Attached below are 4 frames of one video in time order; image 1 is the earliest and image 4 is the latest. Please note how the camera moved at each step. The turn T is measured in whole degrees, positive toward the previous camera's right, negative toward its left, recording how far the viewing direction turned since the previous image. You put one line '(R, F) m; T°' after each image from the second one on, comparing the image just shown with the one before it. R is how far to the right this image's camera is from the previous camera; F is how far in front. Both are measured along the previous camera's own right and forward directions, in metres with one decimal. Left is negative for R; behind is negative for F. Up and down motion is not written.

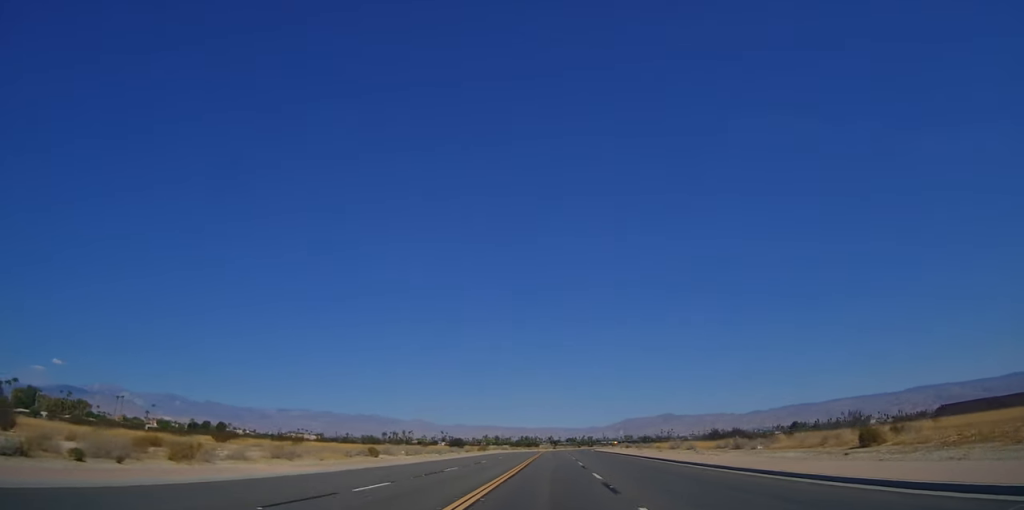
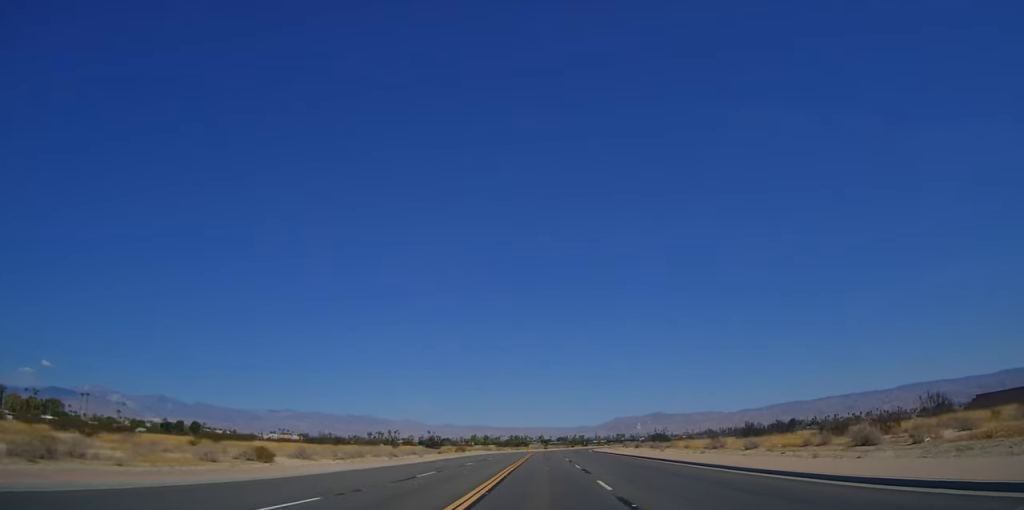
(0.0, +20.0) m; +1°
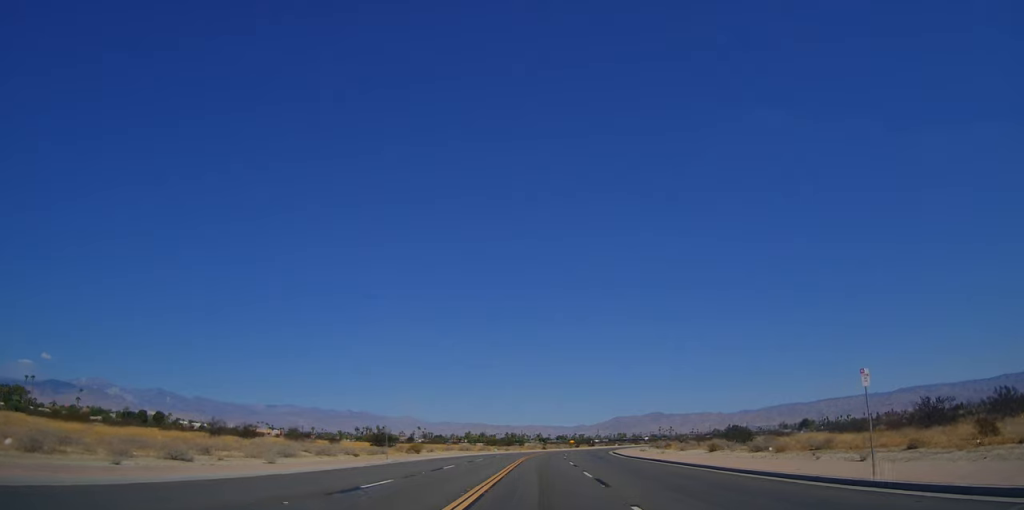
(+1.6, +37.7) m; +4°
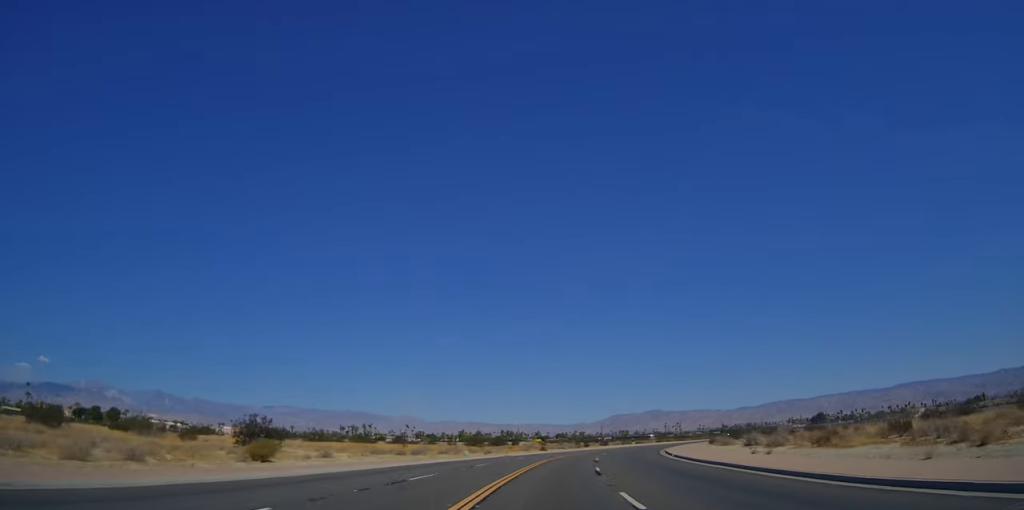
(0.0, +40.1) m; 0°
